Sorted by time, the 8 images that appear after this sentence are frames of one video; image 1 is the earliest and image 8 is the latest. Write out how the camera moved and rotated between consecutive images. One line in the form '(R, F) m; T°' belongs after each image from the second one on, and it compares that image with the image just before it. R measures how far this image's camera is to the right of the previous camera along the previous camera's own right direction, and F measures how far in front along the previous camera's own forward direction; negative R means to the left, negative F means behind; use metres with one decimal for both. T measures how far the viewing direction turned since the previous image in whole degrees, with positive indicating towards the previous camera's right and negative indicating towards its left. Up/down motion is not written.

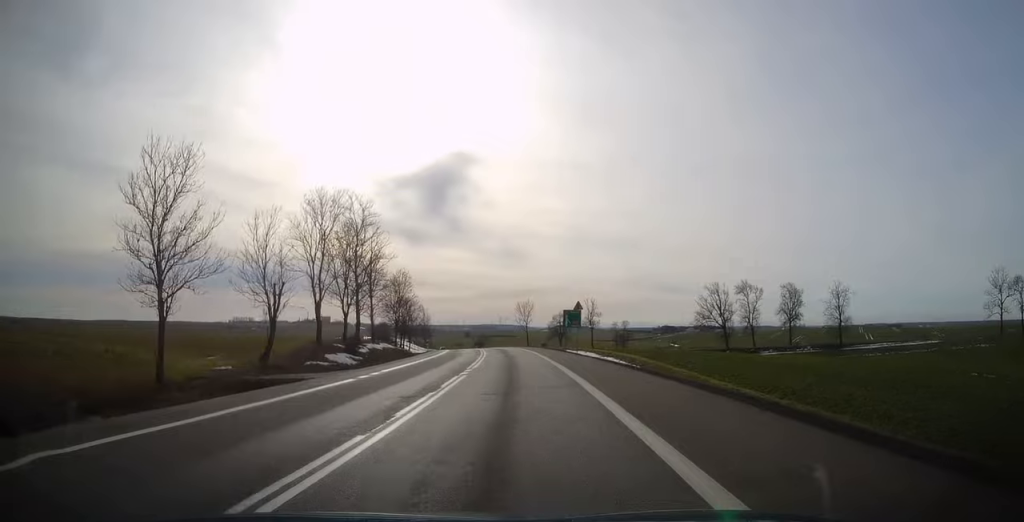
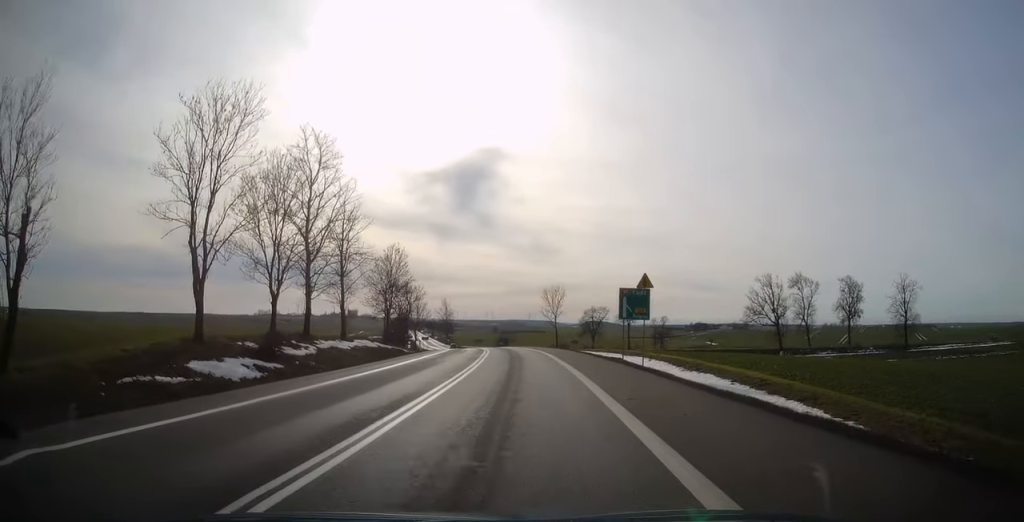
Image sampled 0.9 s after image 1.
(-0.4, +21.4) m; -3°
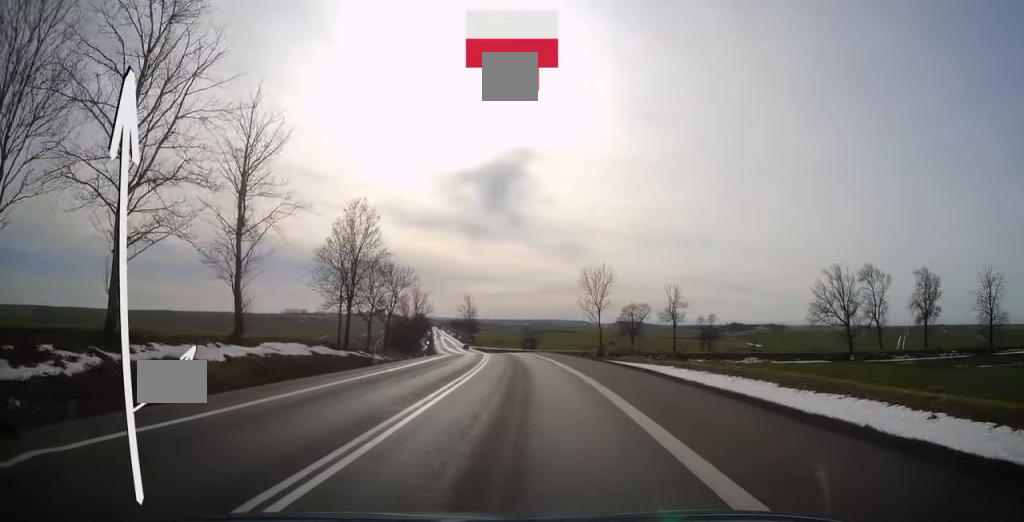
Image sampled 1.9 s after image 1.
(-0.7, +24.9) m; -3°
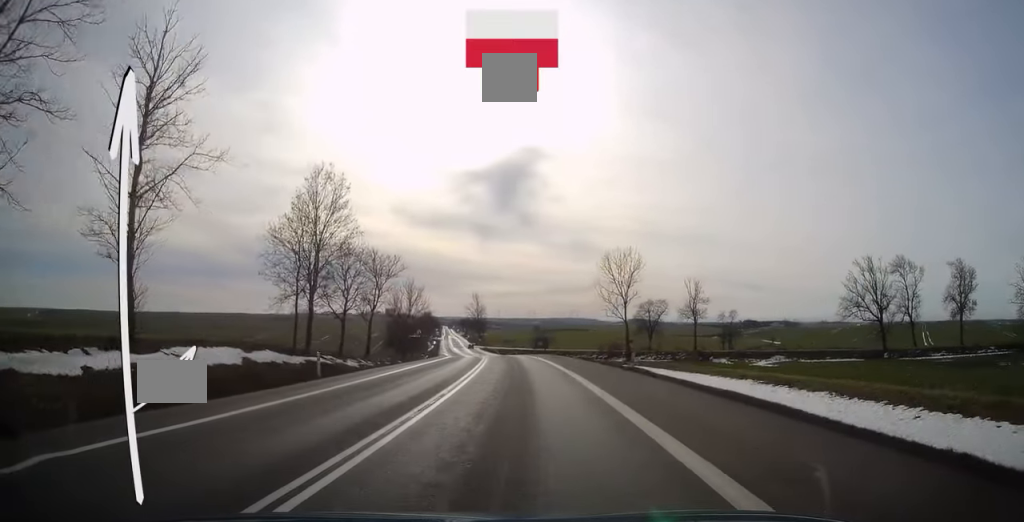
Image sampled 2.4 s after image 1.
(-0.2, +10.6) m; -1°
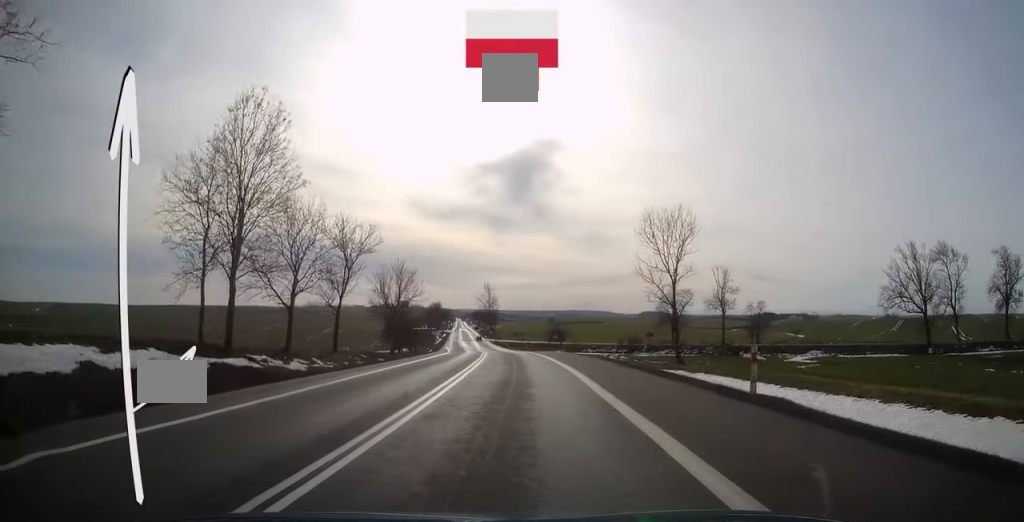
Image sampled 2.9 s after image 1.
(0.0, +12.2) m; -1°
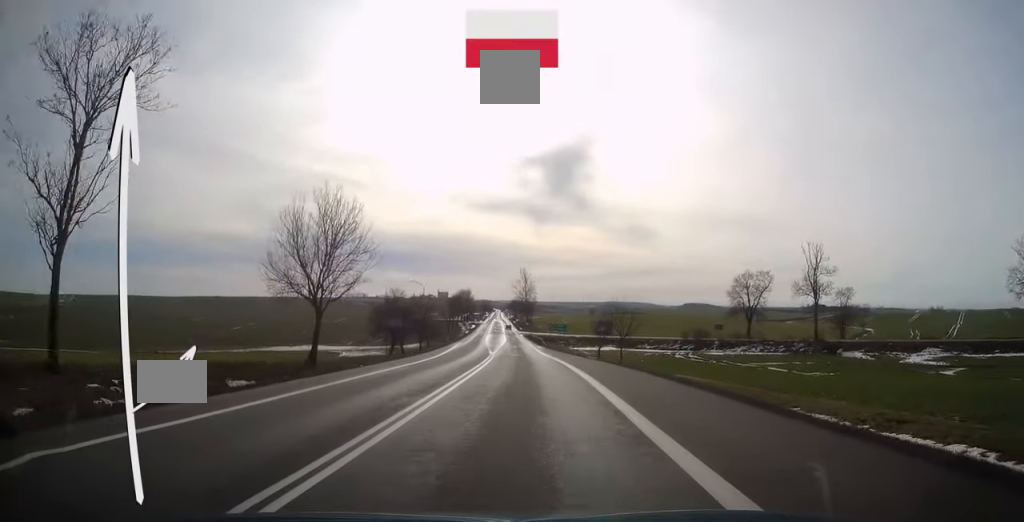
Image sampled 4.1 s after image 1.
(-0.8, +29.7) m; -4°
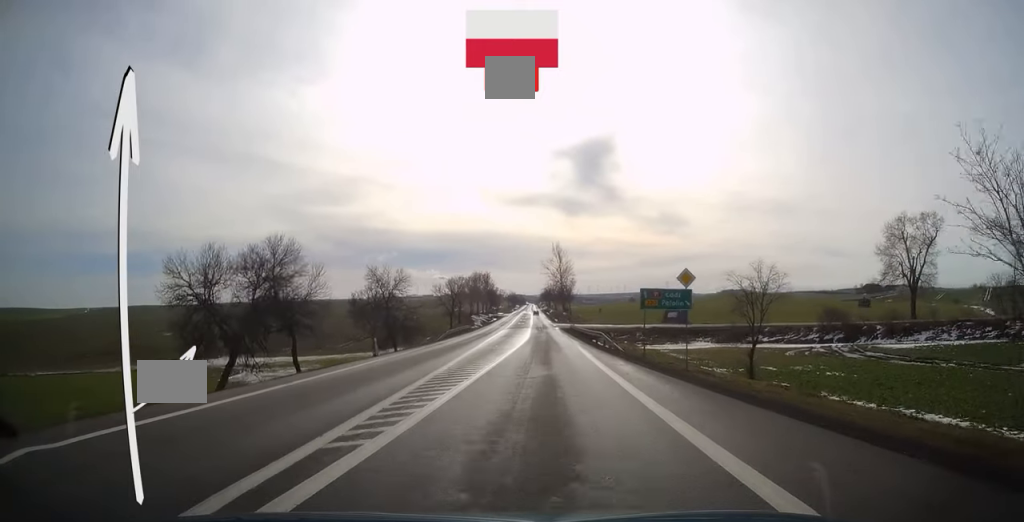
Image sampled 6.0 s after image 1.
(-2.2, +48.8) m; -4°
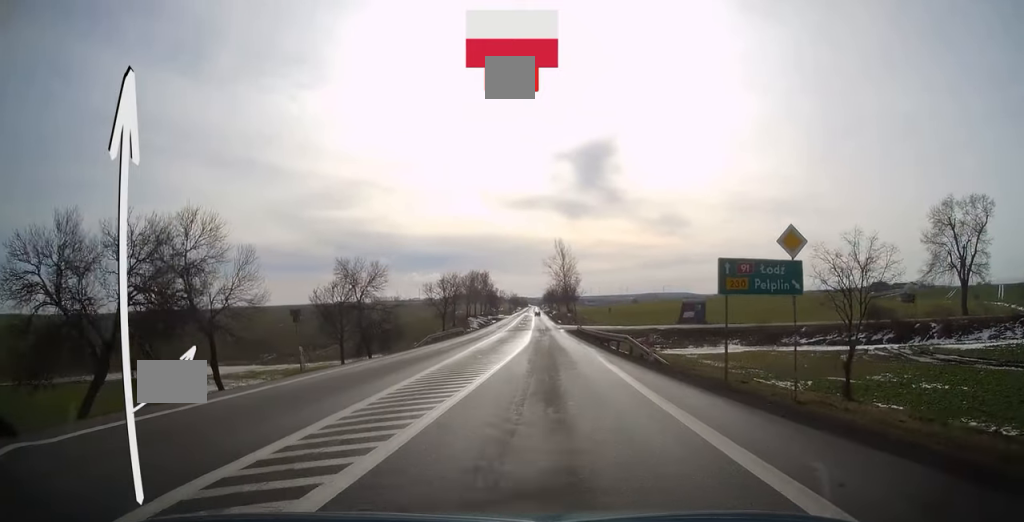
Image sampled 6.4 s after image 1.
(-0.1, +10.9) m; 0°
